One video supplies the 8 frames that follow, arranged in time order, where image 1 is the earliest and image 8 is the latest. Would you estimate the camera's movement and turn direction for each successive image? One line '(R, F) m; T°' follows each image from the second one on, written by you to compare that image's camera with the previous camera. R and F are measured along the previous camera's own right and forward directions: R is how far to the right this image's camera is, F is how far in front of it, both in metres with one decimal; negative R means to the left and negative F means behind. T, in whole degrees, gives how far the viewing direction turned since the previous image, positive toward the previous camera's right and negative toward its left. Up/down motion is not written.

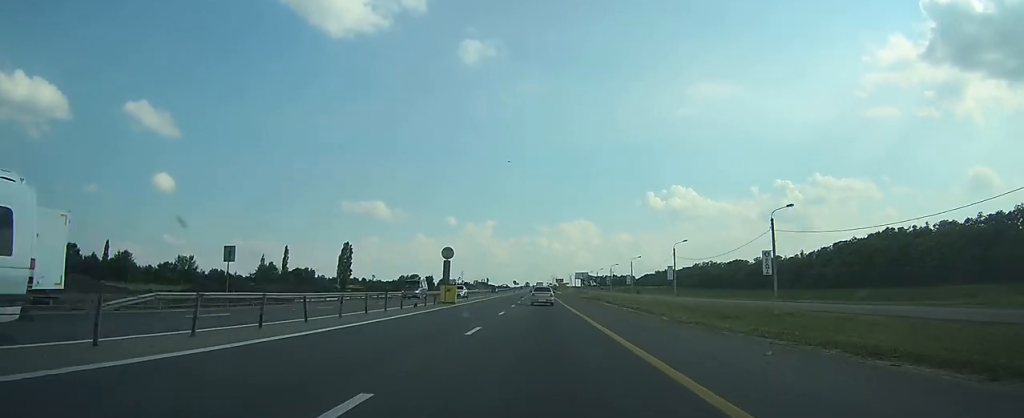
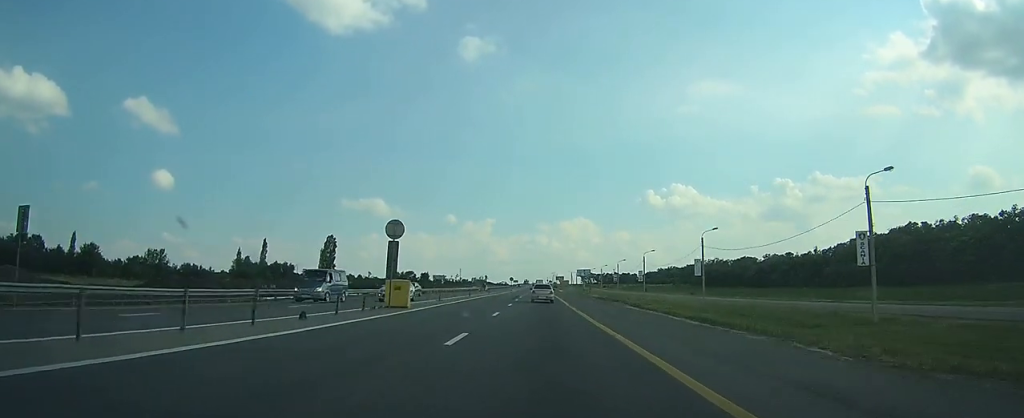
(0.0, +15.6) m; 0°
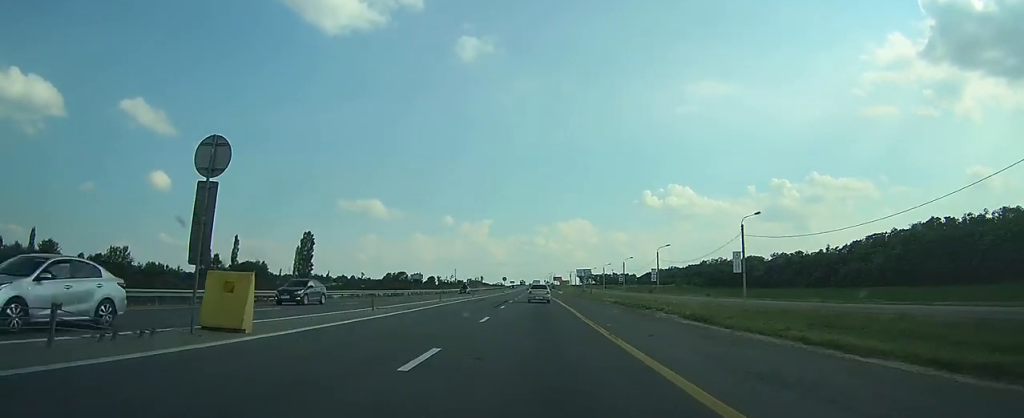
(0.0, +15.7) m; 0°
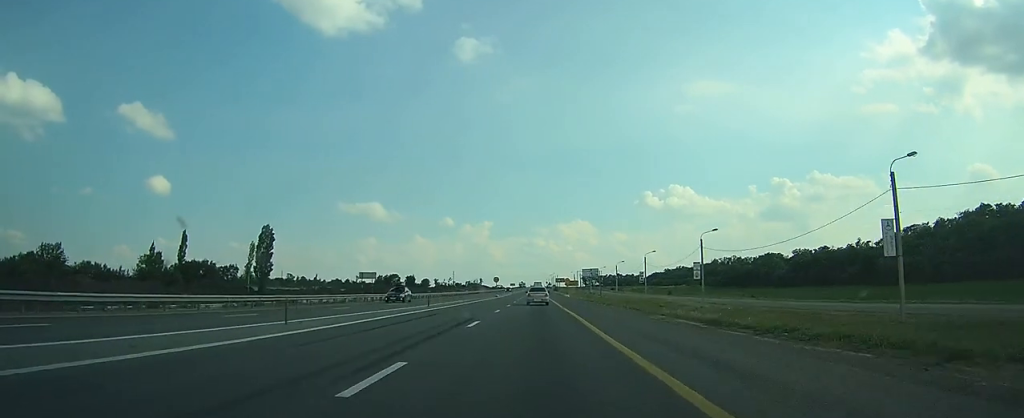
(+0.1, +26.1) m; 0°
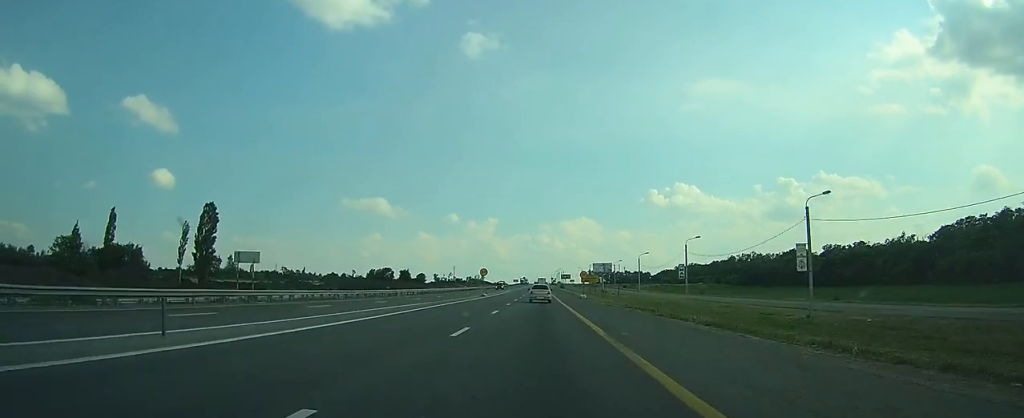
(0.0, +28.0) m; 0°
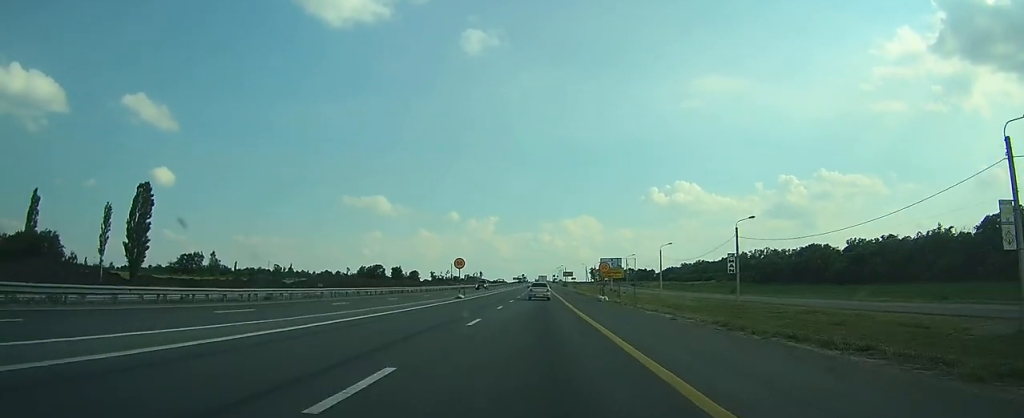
(0.0, +21.6) m; 0°
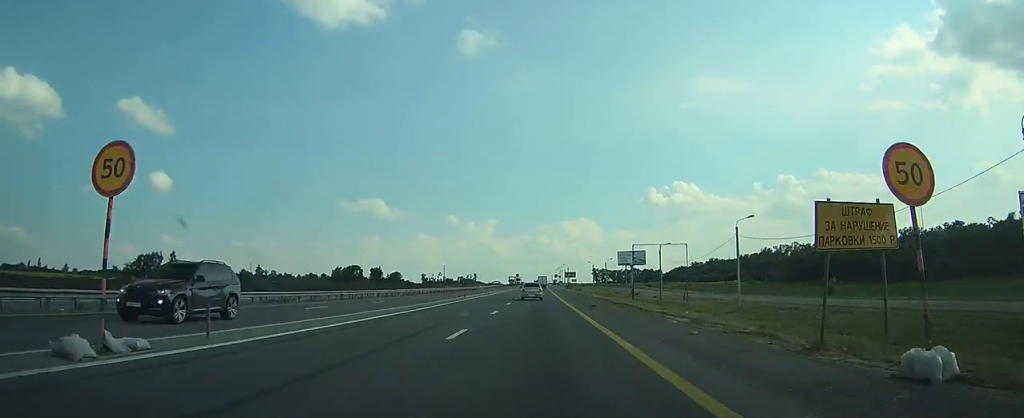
(-0.3, +41.1) m; -1°
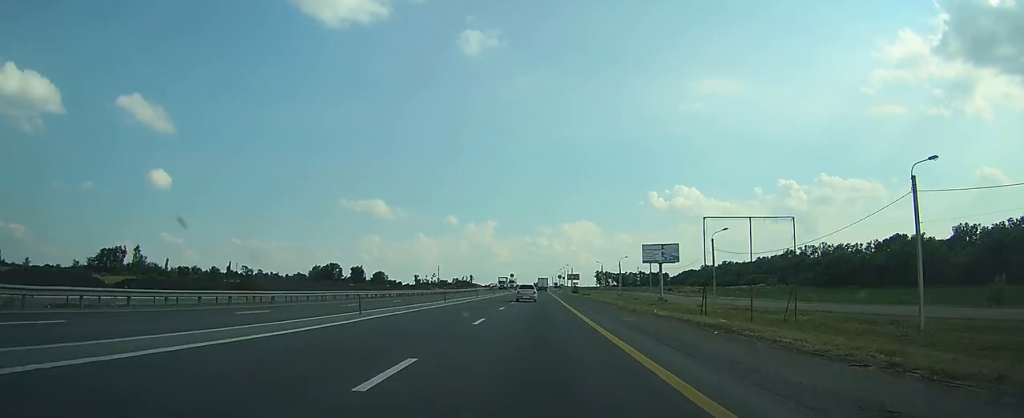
(0.0, +31.0) m; 0°
